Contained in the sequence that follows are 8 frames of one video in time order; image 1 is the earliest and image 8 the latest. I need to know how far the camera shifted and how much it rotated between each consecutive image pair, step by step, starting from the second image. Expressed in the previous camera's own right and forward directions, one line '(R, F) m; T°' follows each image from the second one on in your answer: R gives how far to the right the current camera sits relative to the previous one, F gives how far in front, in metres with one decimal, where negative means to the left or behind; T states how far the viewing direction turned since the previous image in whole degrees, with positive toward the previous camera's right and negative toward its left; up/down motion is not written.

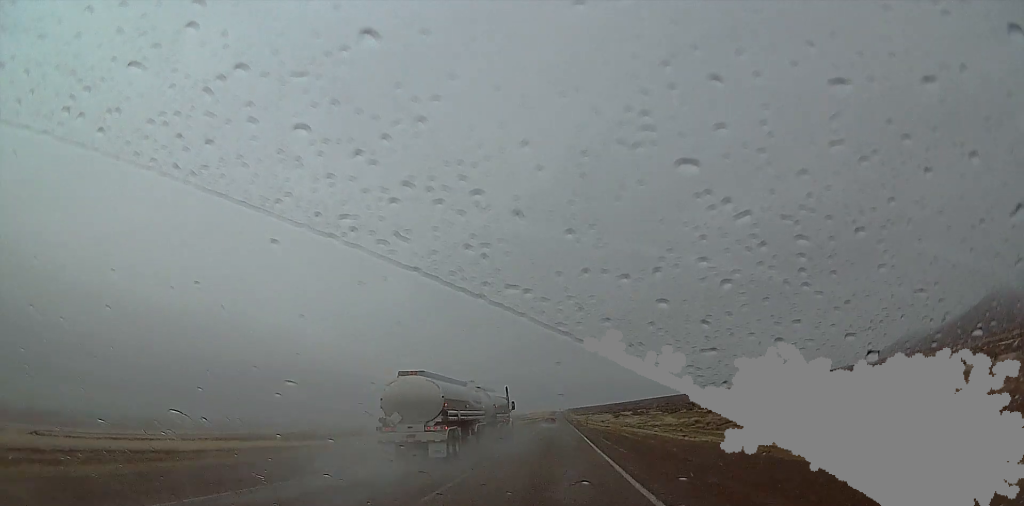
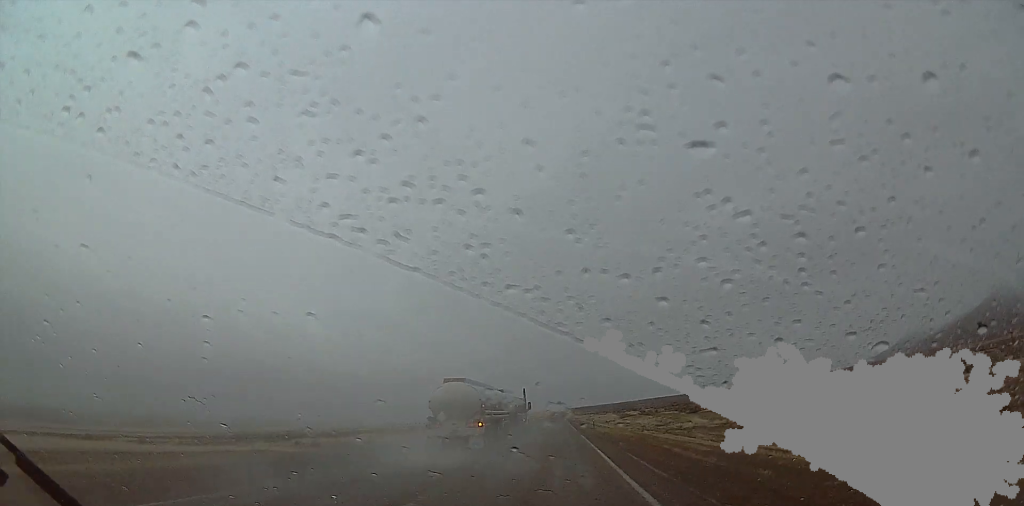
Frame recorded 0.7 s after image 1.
(+0.1, +18.4) m; 0°
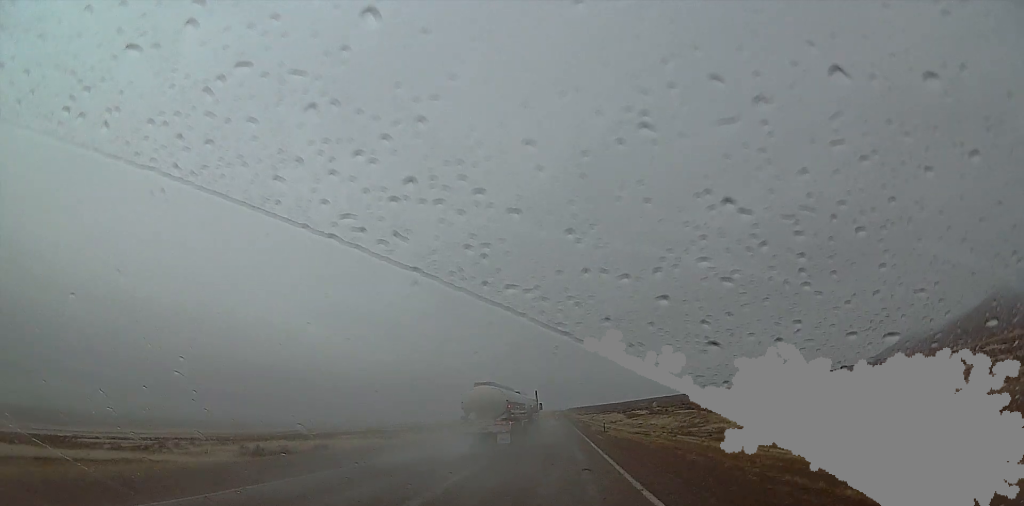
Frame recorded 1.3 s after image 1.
(0.0, +14.9) m; 0°
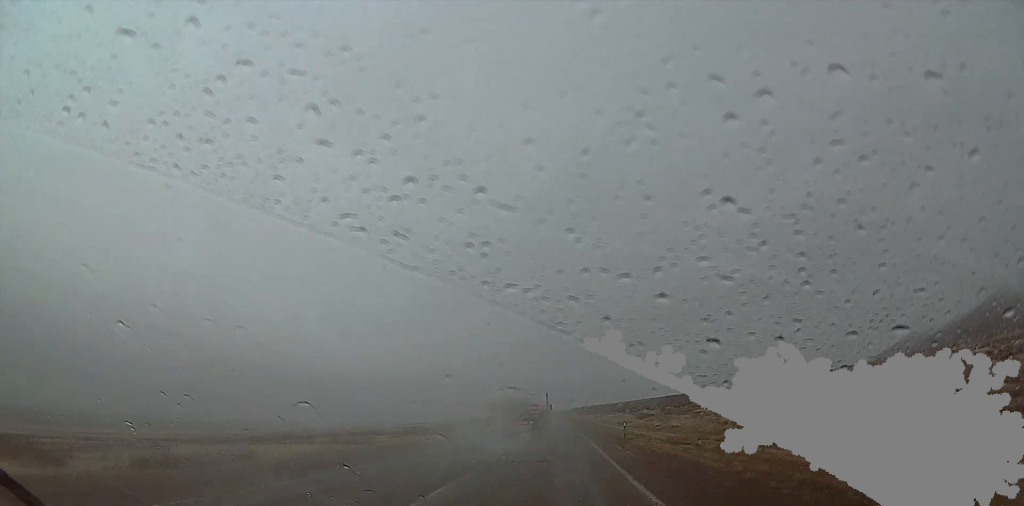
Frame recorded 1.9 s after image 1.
(-0.1, +15.7) m; 0°
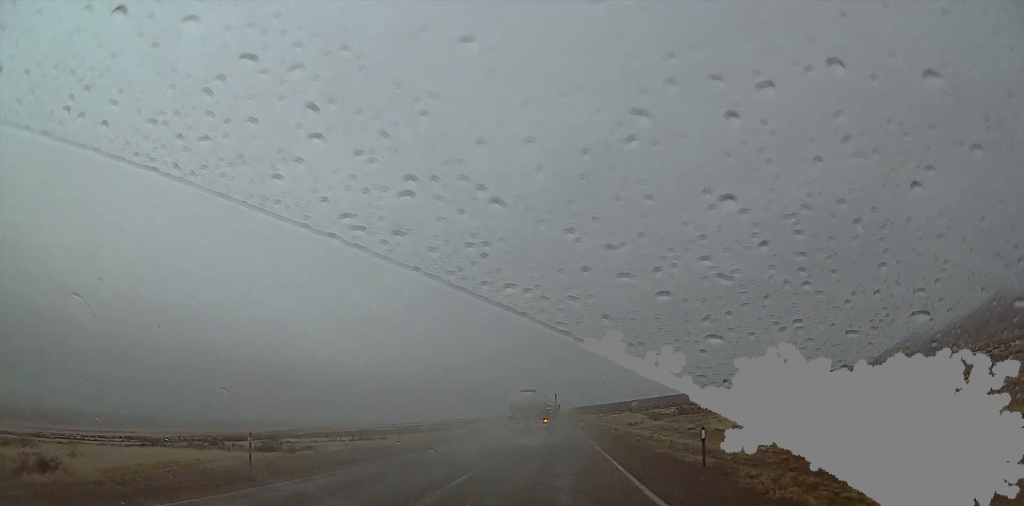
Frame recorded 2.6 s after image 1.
(0.0, +20.2) m; 0°
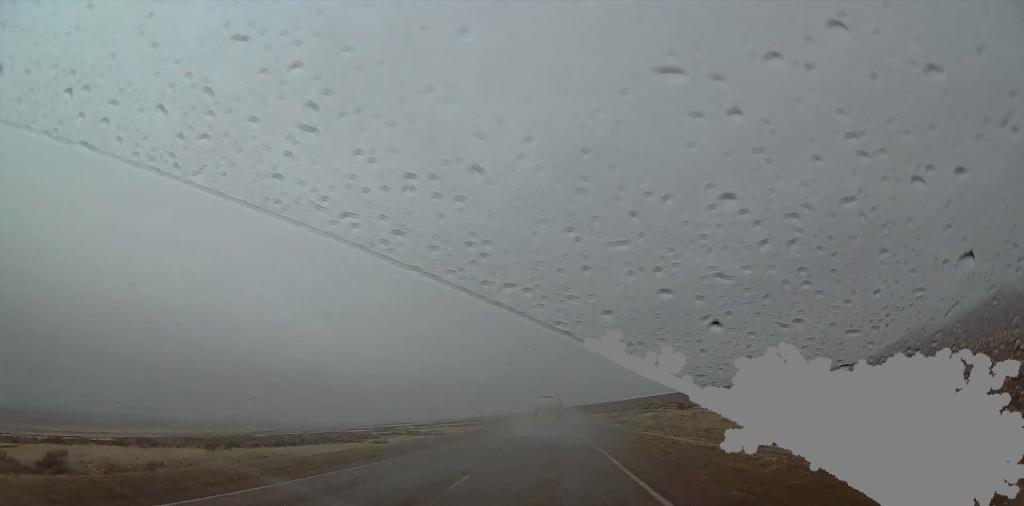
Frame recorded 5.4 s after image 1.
(-1.1, +73.0) m; -2°
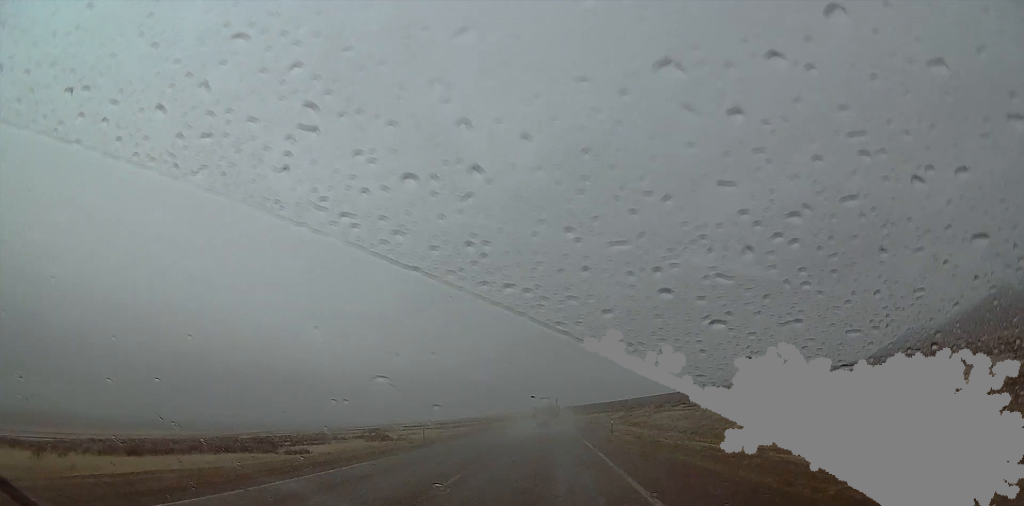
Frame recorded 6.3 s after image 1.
(0.0, +23.8) m; 0°
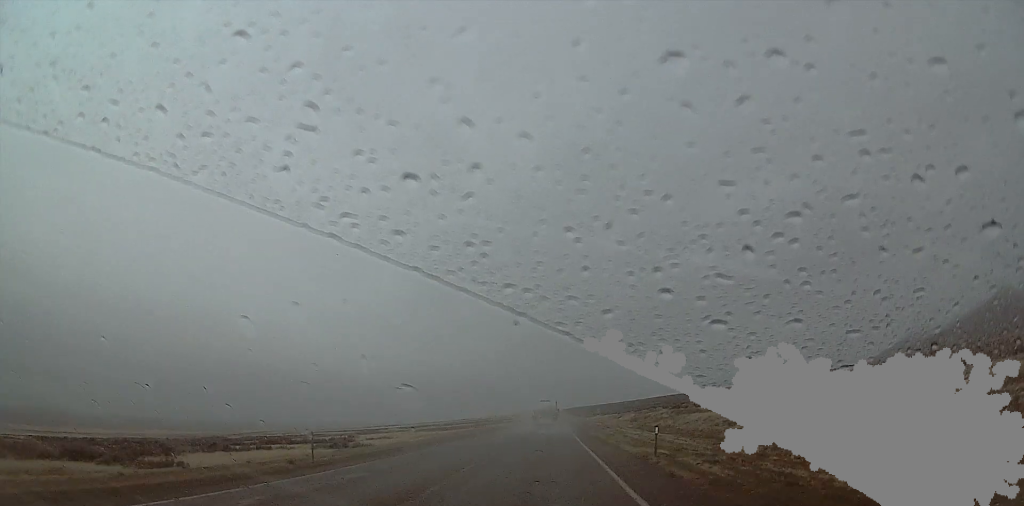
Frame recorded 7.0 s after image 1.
(0.0, +19.4) m; 0°
